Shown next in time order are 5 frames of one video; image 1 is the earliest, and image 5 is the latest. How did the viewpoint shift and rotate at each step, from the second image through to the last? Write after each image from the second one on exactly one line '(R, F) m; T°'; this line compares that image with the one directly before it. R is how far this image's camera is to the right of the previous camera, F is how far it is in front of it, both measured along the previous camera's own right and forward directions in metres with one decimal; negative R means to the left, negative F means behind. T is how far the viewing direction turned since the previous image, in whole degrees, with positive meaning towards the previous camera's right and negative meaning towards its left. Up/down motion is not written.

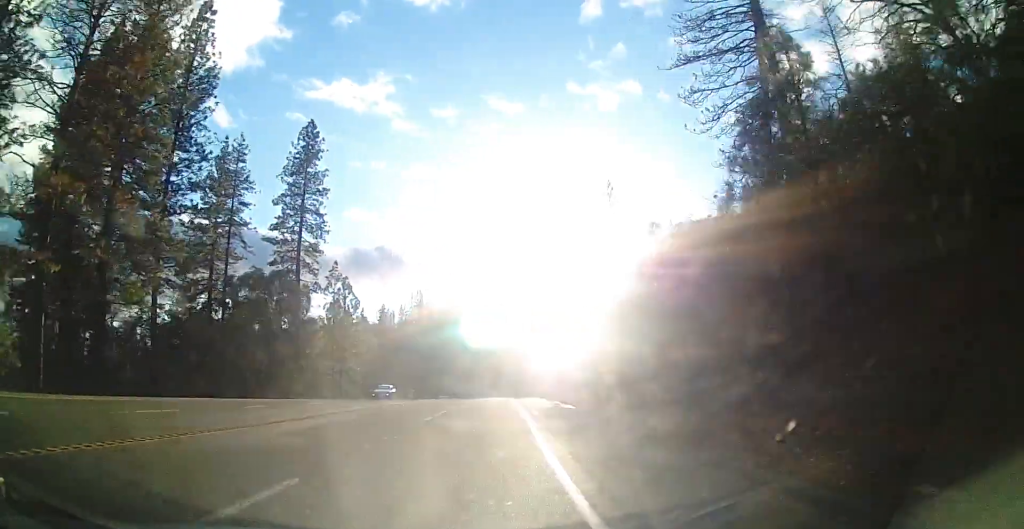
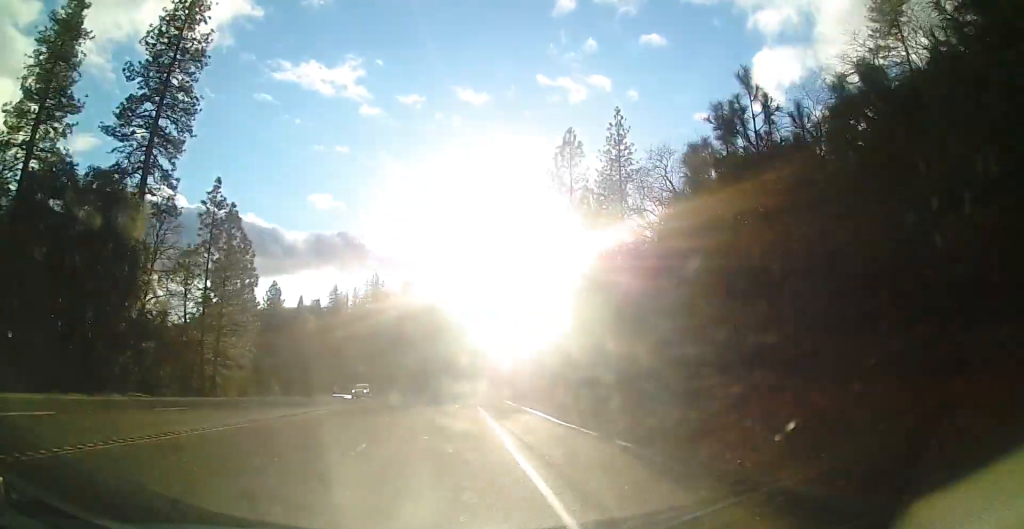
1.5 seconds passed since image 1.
(+1.5, +23.9) m; +5°
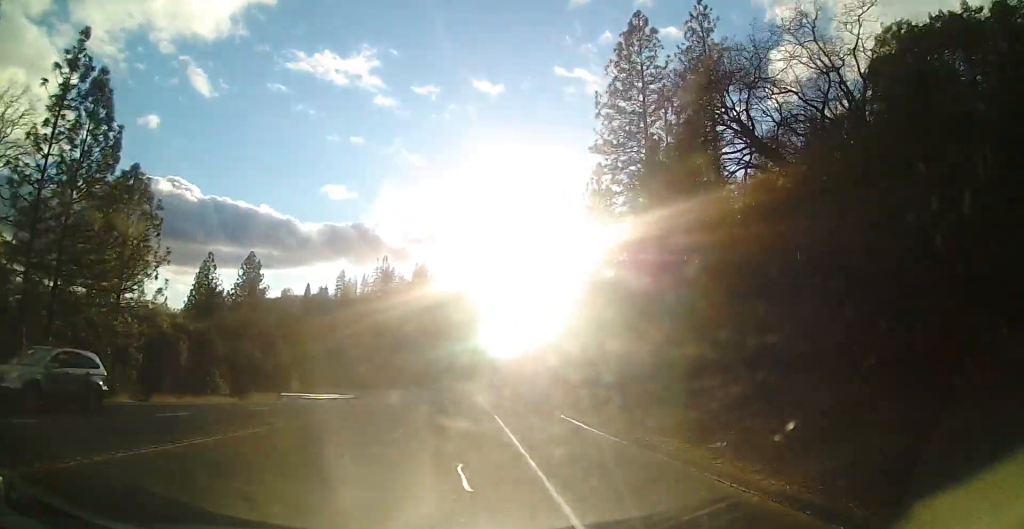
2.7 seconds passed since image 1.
(+0.6, +22.7) m; +2°
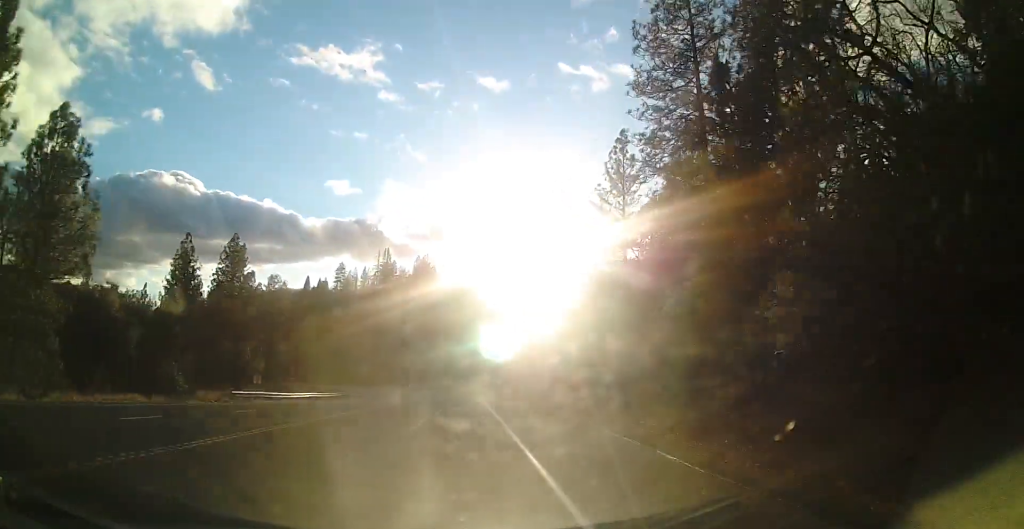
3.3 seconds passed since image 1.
(+0.1, +9.9) m; 0°
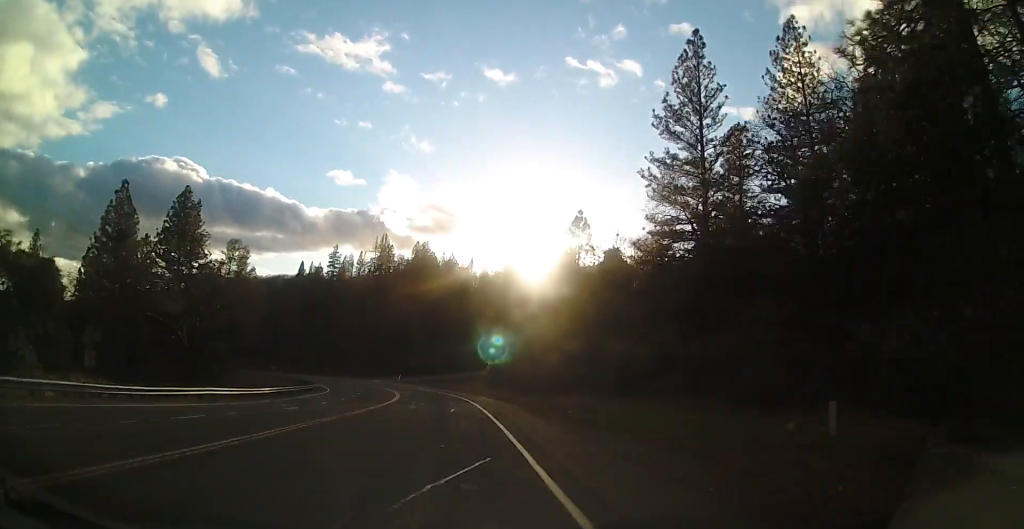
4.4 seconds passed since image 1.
(0.0, +21.1) m; -2°
